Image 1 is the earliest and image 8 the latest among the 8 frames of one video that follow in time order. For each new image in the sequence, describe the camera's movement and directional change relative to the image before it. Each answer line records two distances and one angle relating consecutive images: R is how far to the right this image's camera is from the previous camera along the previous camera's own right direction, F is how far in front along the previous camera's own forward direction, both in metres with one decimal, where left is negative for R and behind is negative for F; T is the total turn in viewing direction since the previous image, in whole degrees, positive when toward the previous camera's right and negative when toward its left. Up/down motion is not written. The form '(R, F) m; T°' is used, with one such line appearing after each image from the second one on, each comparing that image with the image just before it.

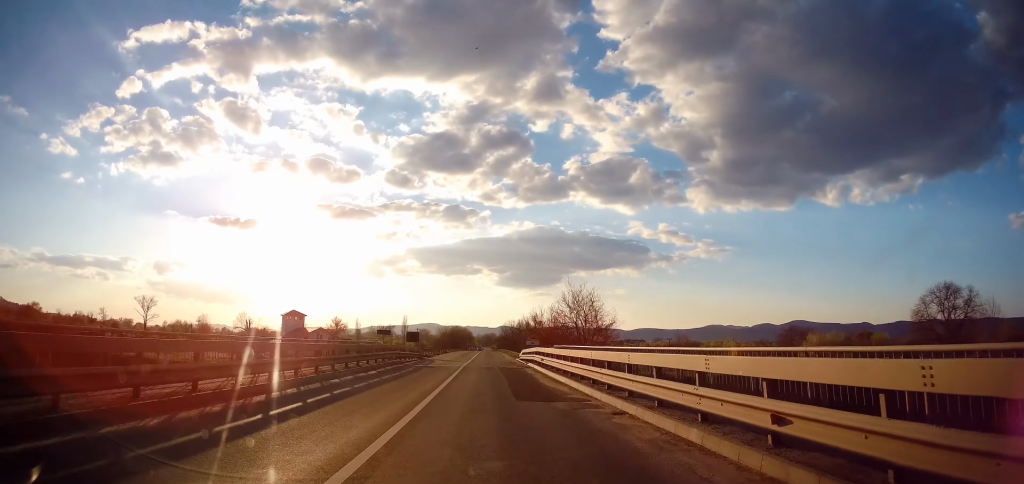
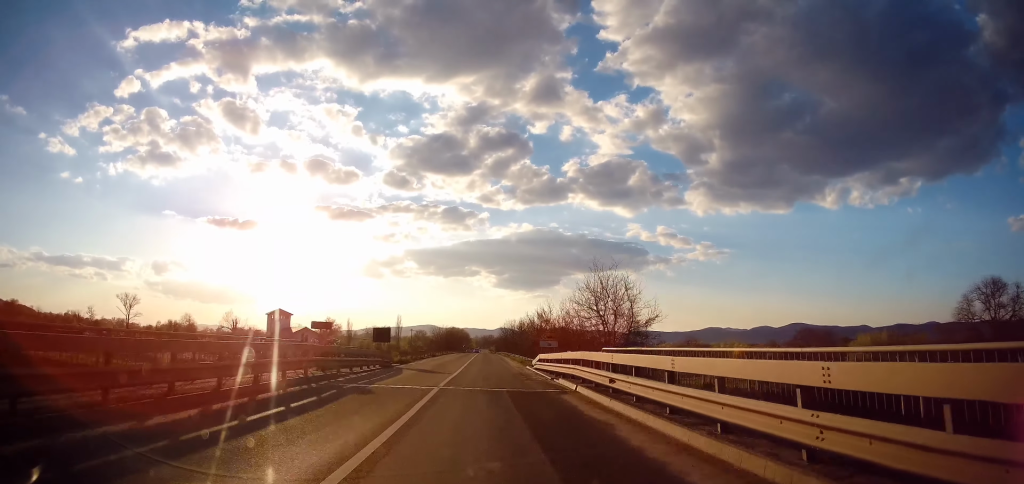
(0.0, +14.7) m; 0°
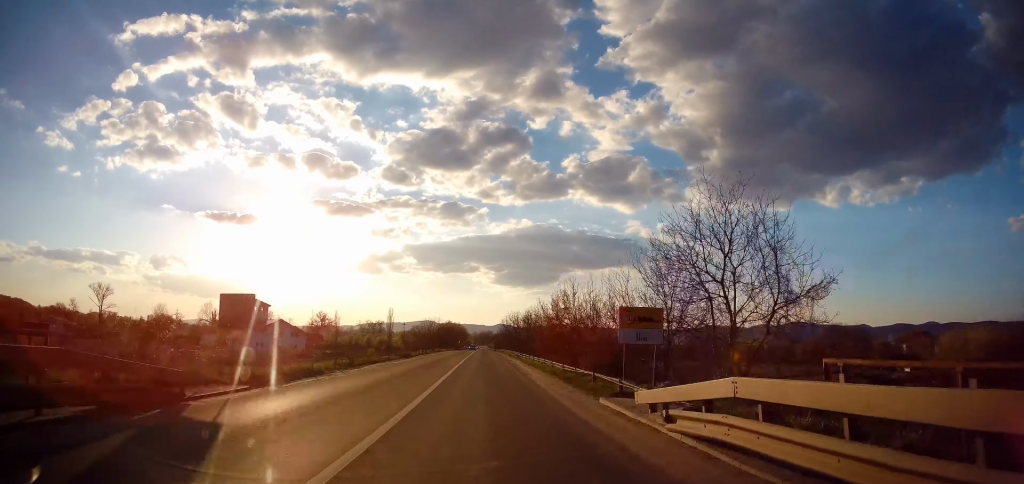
(+0.3, +22.2) m; +1°
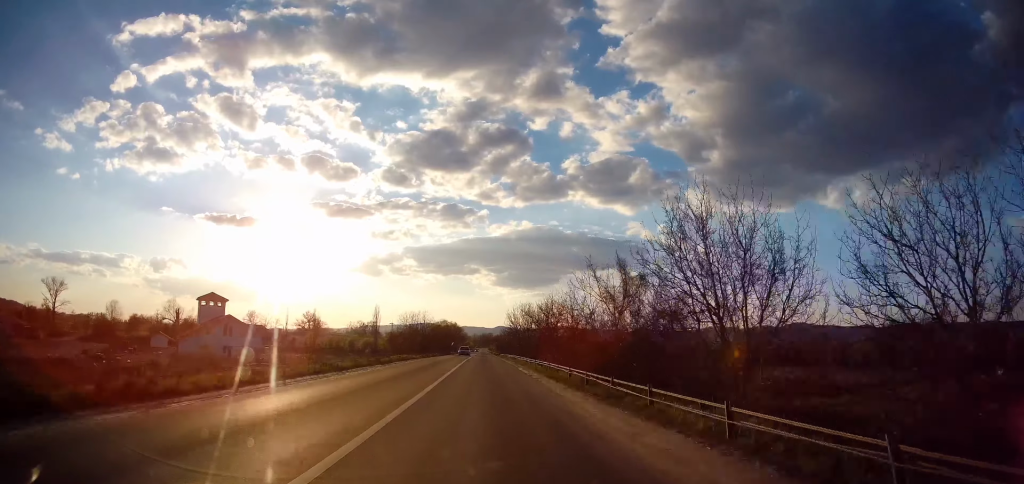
(-0.2, +34.0) m; 0°
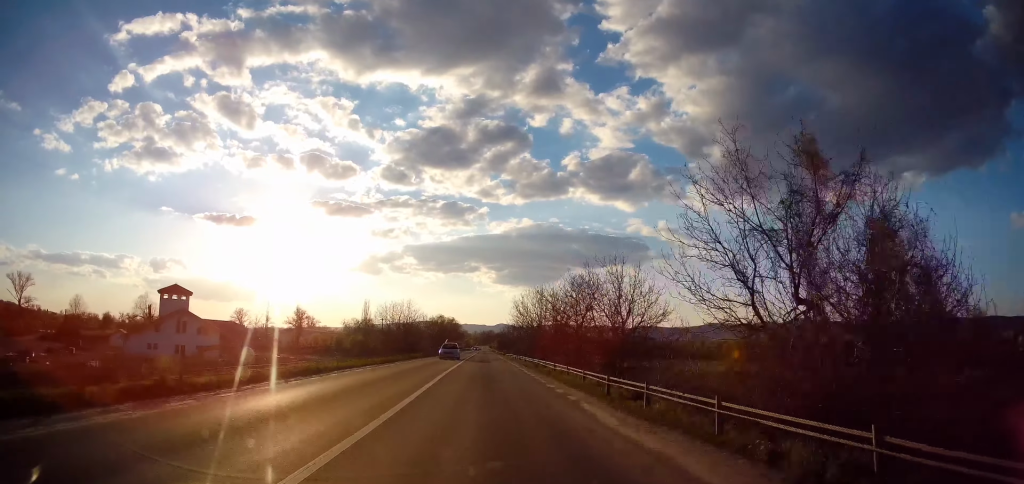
(0.0, +21.6) m; 0°
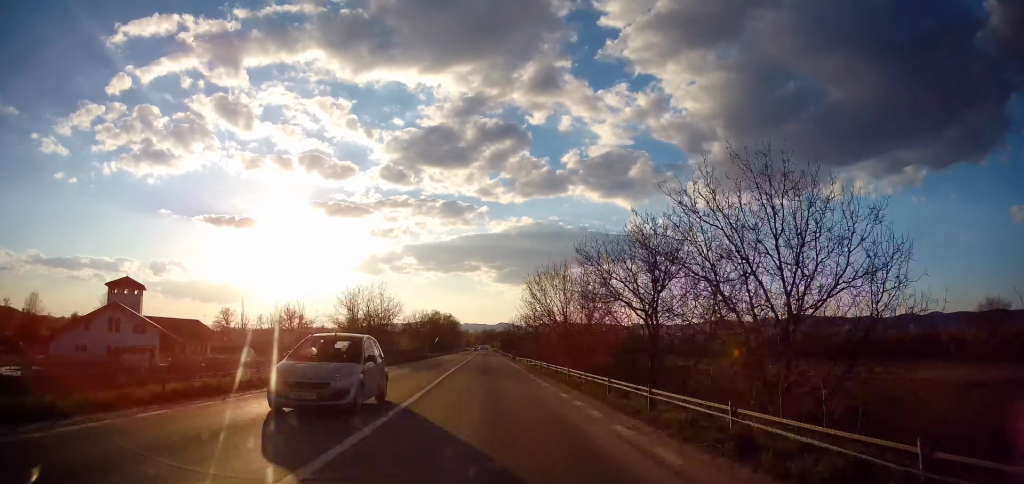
(0.0, +22.5) m; 0°
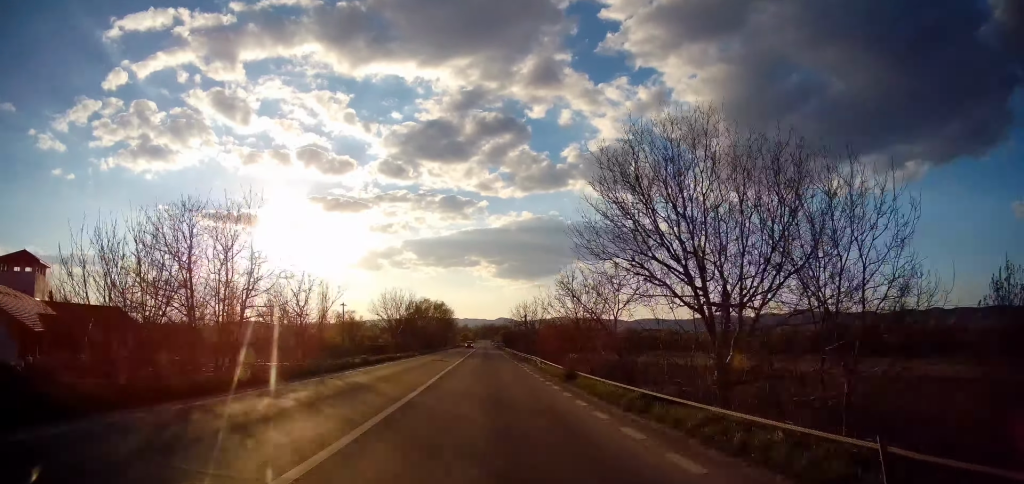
(-0.1, +34.8) m; +1°
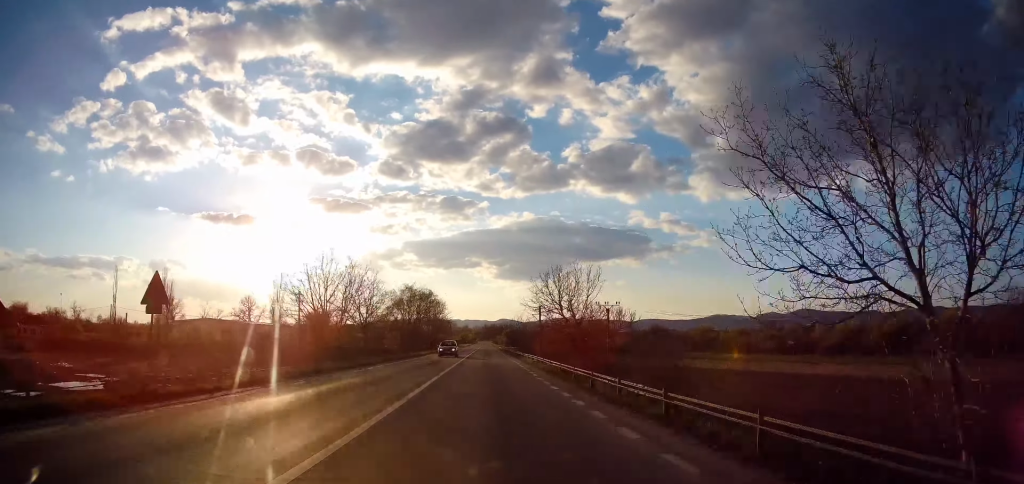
(+0.2, +36.9) m; -1°
